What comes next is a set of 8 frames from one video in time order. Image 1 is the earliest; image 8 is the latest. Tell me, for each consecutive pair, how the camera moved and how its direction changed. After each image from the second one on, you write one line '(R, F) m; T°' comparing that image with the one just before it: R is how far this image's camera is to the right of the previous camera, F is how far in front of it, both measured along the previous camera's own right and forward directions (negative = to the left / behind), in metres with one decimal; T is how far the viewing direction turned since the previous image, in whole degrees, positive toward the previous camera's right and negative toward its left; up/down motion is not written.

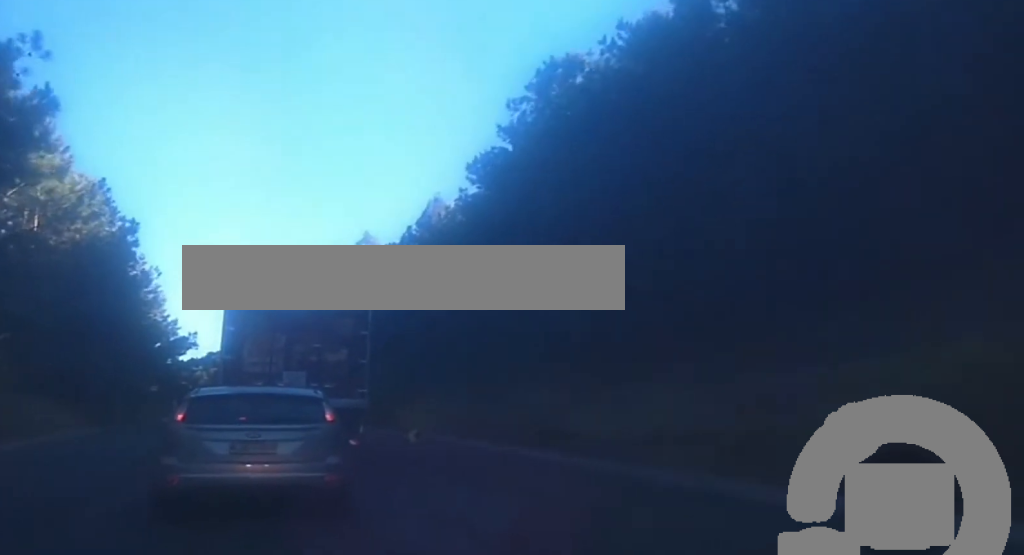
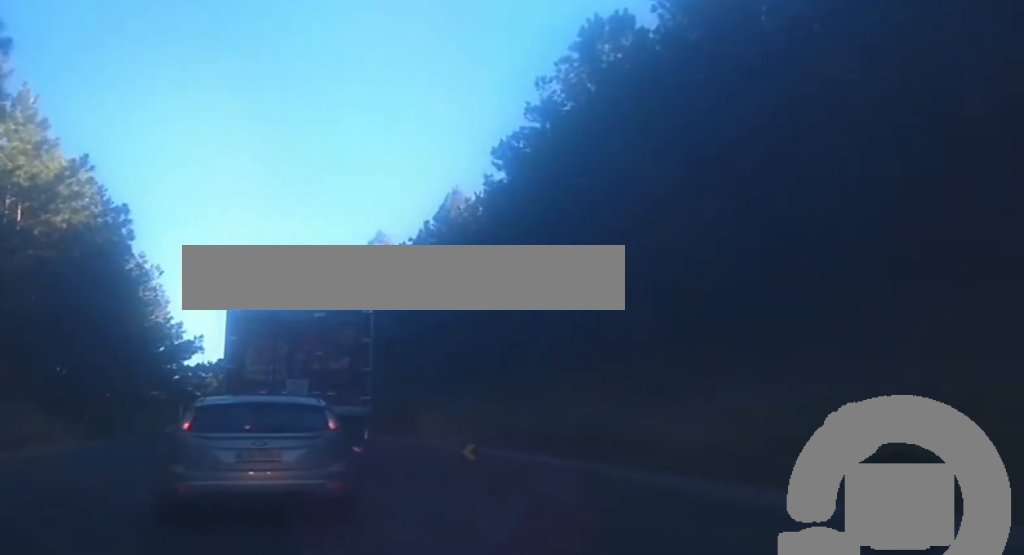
(0.0, +5.3) m; 0°
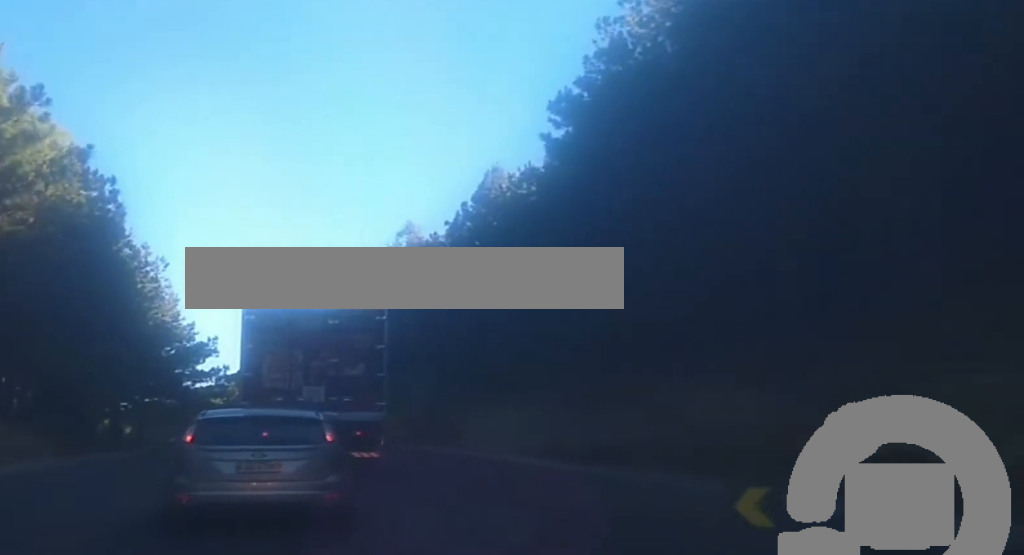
(0.0, +9.1) m; -1°
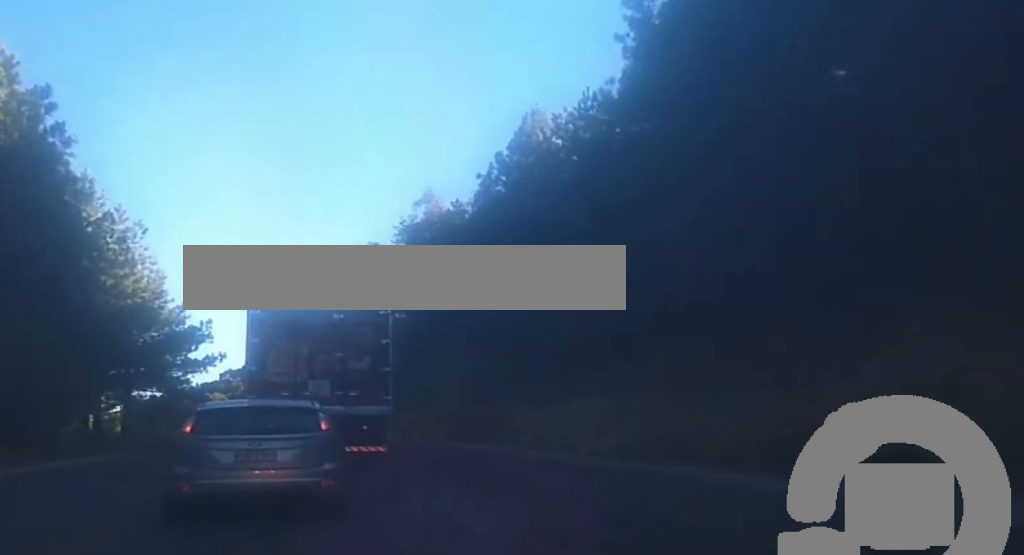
(-0.2, +11.1) m; -1°
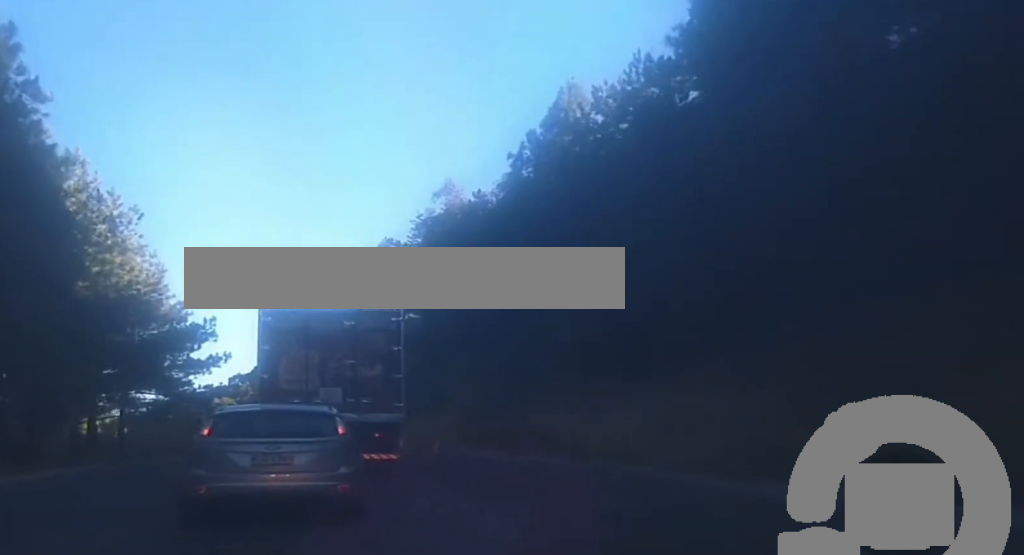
(0.0, +5.4) m; 0°
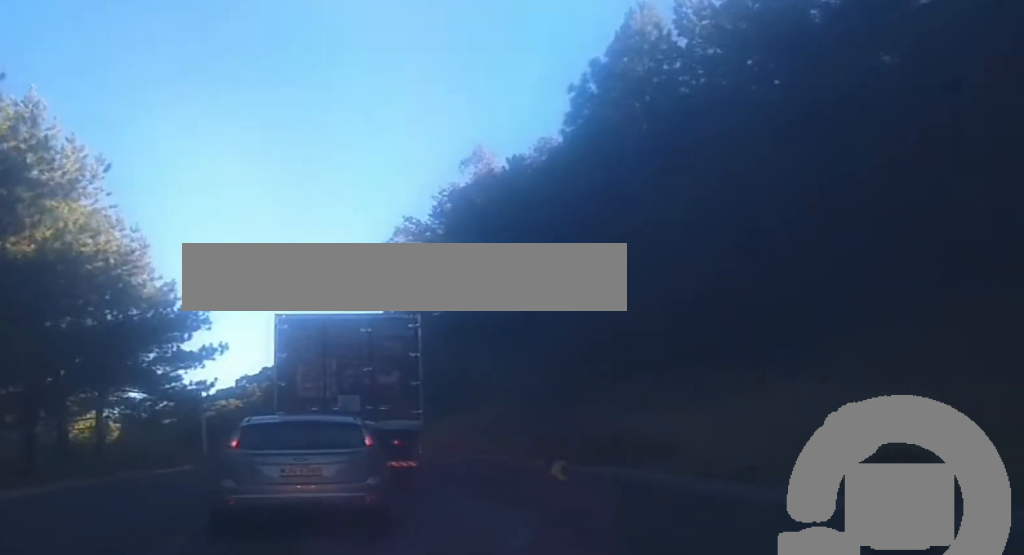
(0.0, +10.7) m; 0°
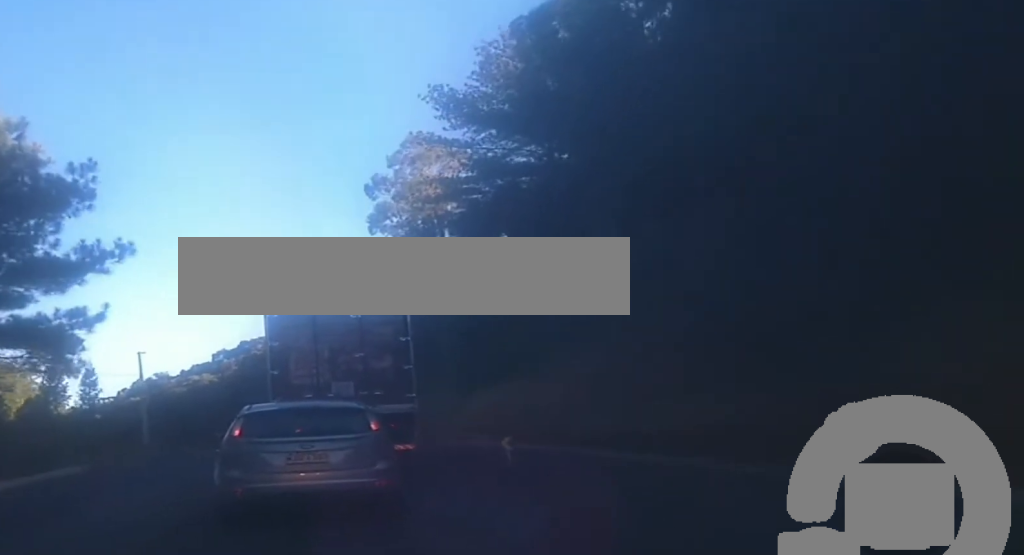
(+0.5, +26.4) m; +1°
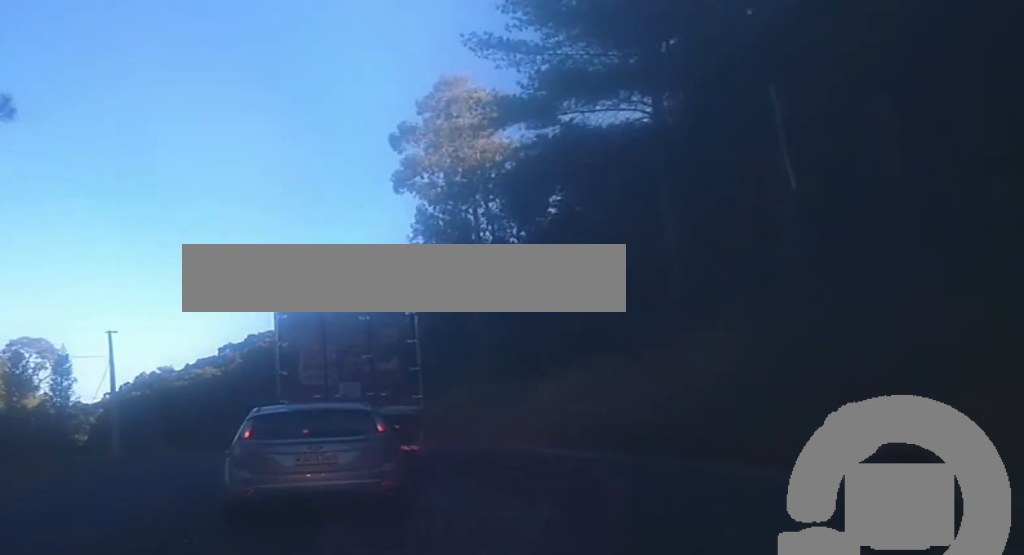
(-0.2, +13.9) m; -2°
